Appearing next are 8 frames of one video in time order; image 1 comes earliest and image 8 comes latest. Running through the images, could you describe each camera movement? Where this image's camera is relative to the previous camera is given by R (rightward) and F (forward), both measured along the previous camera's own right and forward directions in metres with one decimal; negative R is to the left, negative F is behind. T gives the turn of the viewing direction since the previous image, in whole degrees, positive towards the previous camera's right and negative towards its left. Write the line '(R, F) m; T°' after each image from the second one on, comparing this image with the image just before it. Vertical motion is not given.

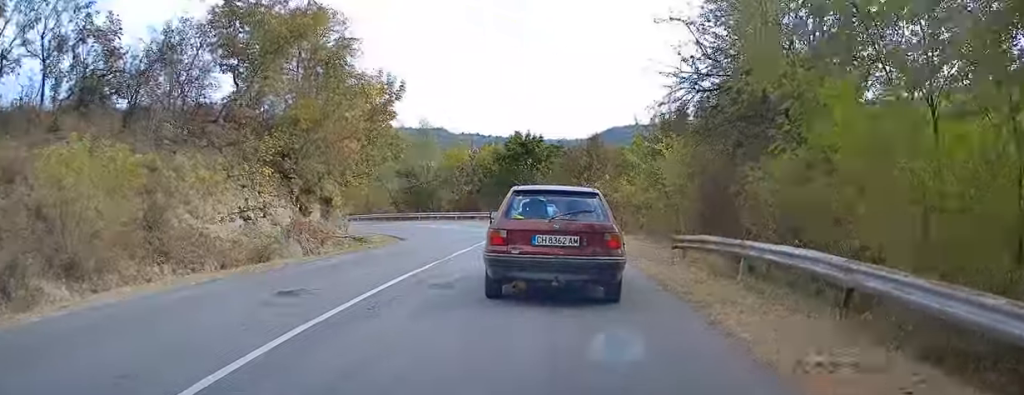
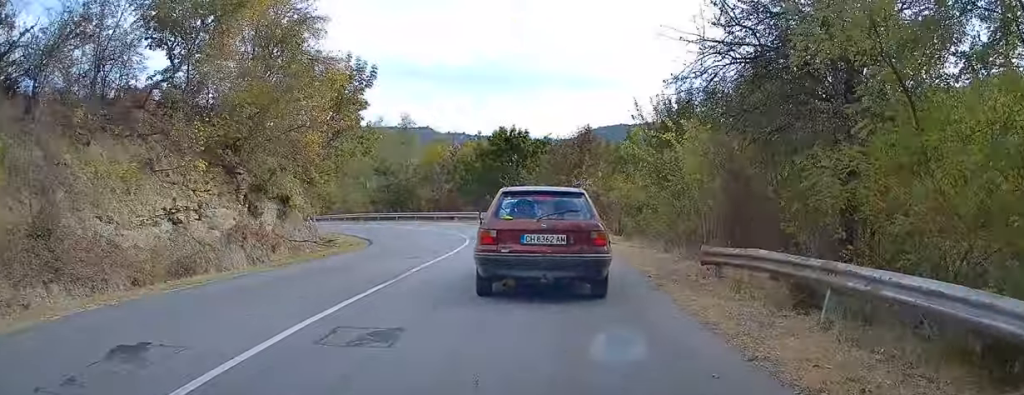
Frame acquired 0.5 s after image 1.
(+0.1, +3.8) m; +1°
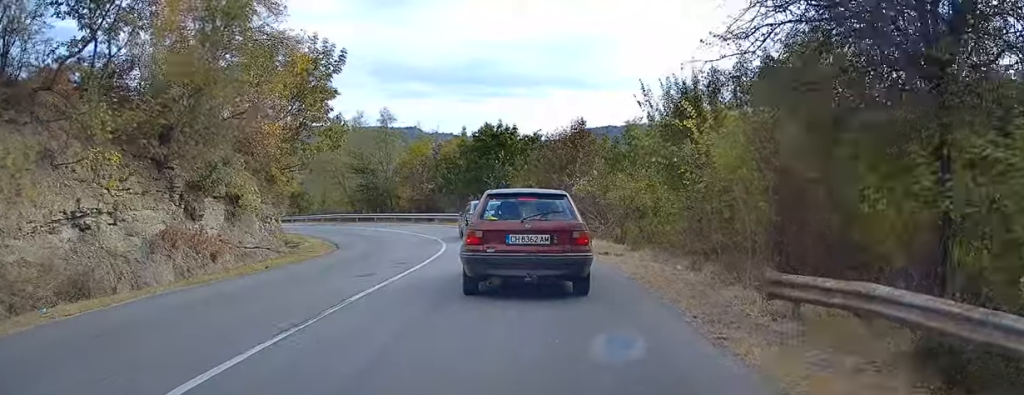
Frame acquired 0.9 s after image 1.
(+0.1, +3.8) m; +1°
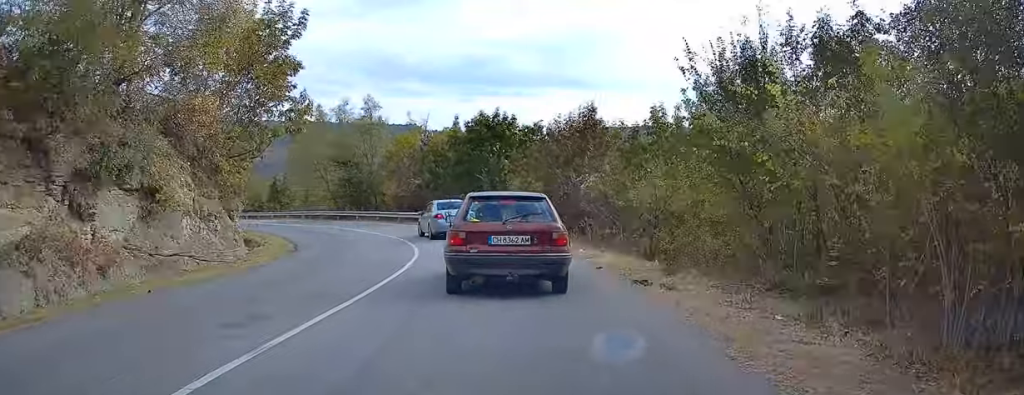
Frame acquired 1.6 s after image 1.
(0.0, +5.7) m; -1°
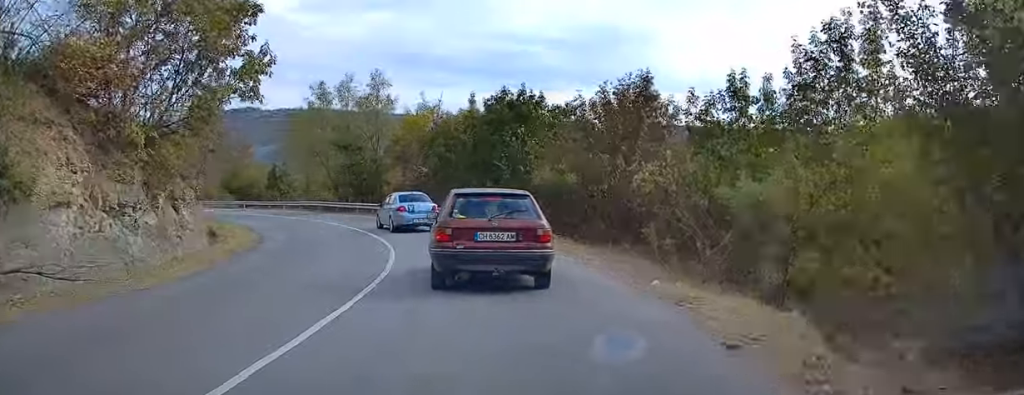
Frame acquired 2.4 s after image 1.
(-0.1, +7.3) m; -2°
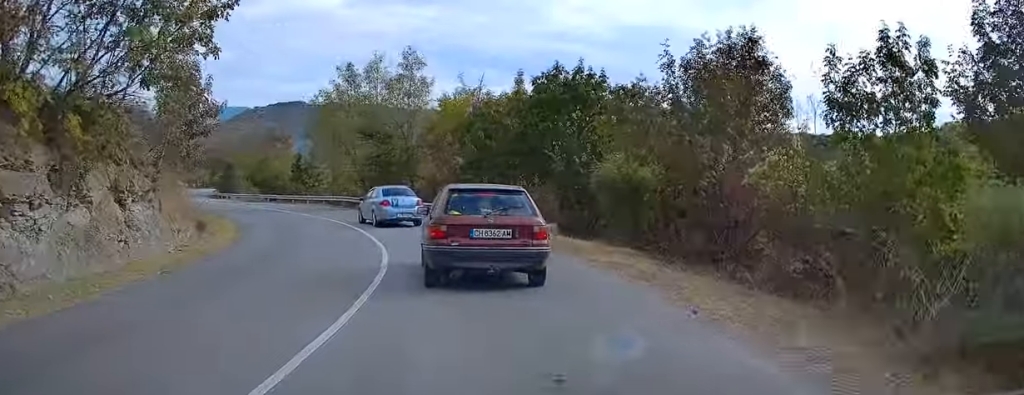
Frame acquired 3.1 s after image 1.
(-0.1, +6.3) m; -3°
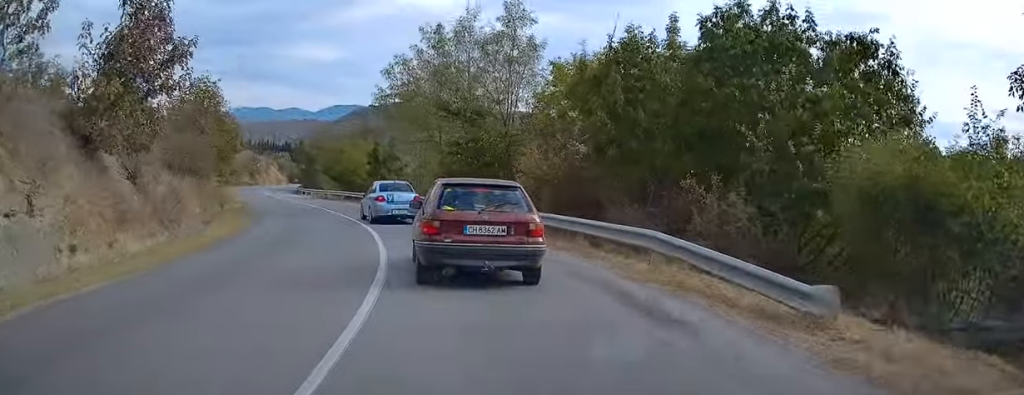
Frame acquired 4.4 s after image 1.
(-0.7, +11.6) m; -9°
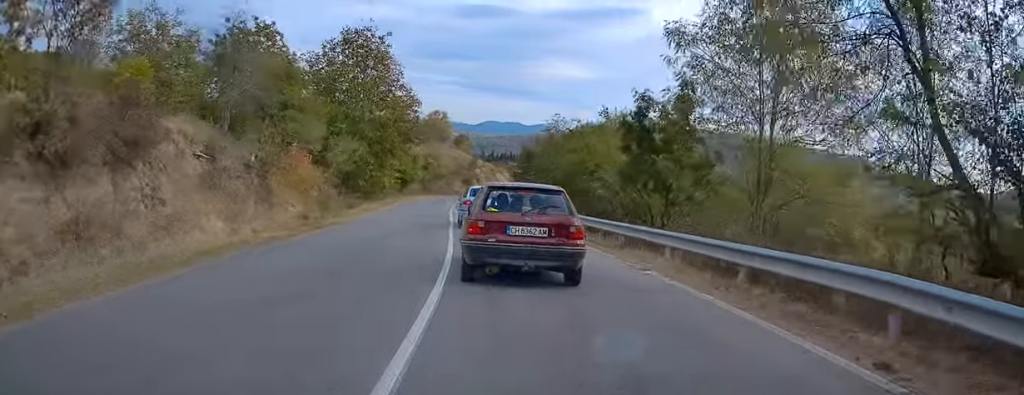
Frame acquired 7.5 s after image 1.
(-5.9, +27.2) m; -20°
